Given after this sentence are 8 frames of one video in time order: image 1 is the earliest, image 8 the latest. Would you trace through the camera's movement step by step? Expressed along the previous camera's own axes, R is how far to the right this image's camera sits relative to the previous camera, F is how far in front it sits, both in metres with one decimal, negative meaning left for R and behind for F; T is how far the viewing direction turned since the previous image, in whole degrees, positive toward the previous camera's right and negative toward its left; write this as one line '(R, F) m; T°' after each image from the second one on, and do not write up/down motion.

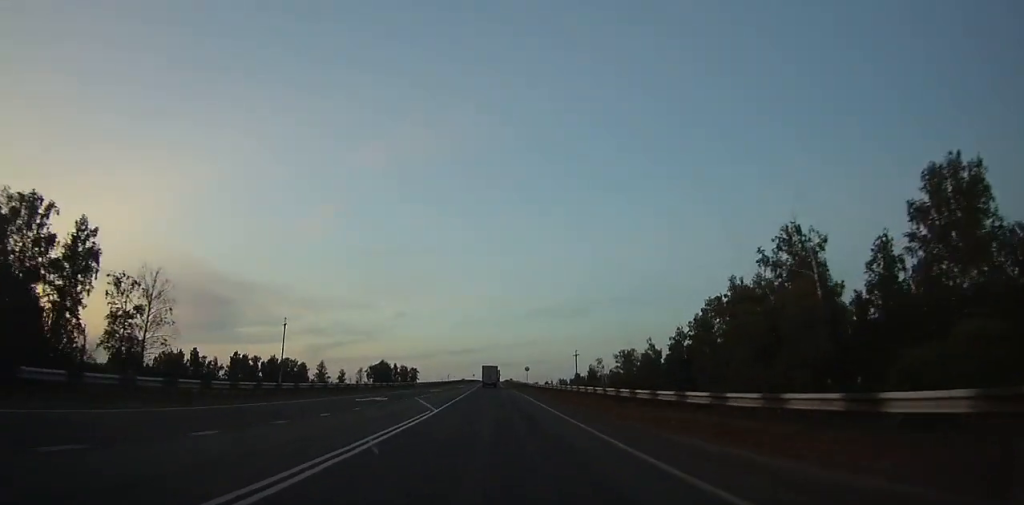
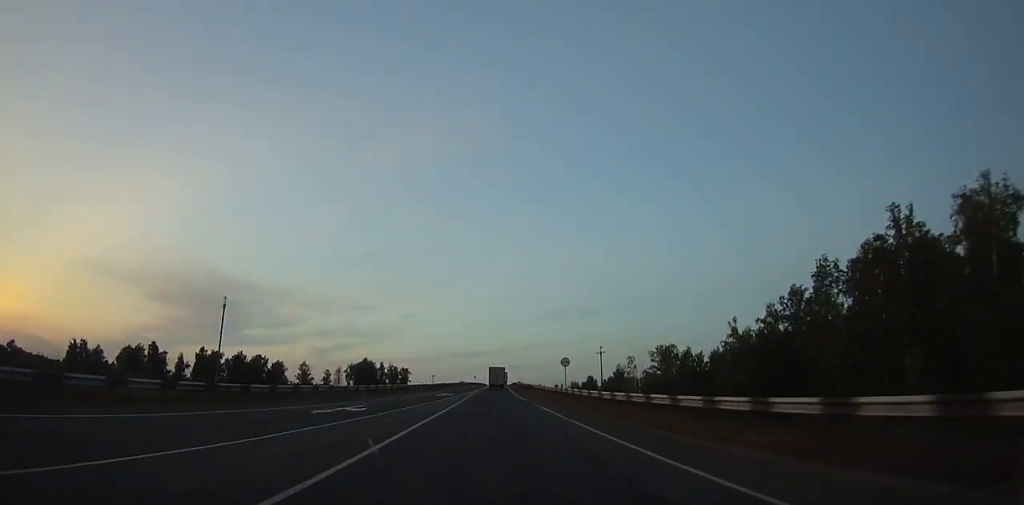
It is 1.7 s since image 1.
(0.0, +40.1) m; 0°
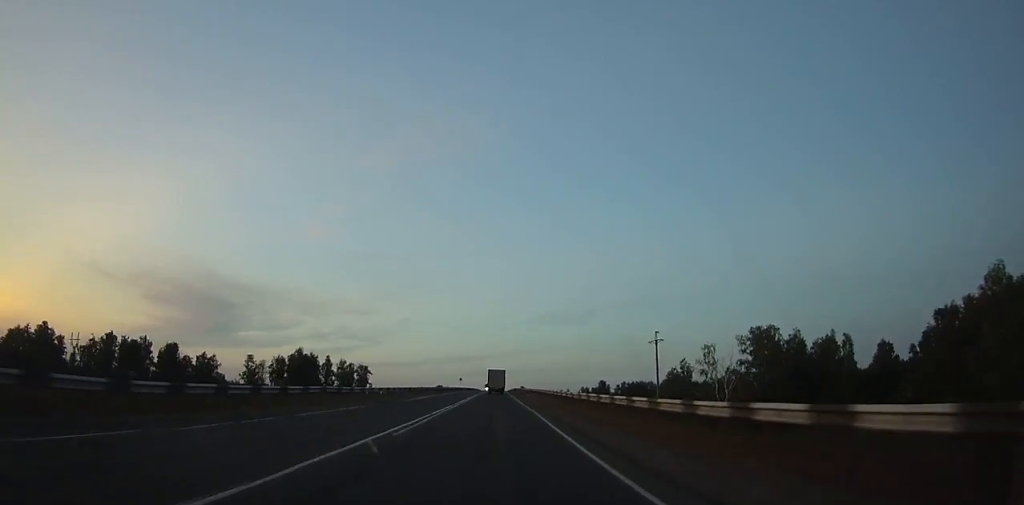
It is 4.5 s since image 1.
(-0.1, +65.3) m; 0°
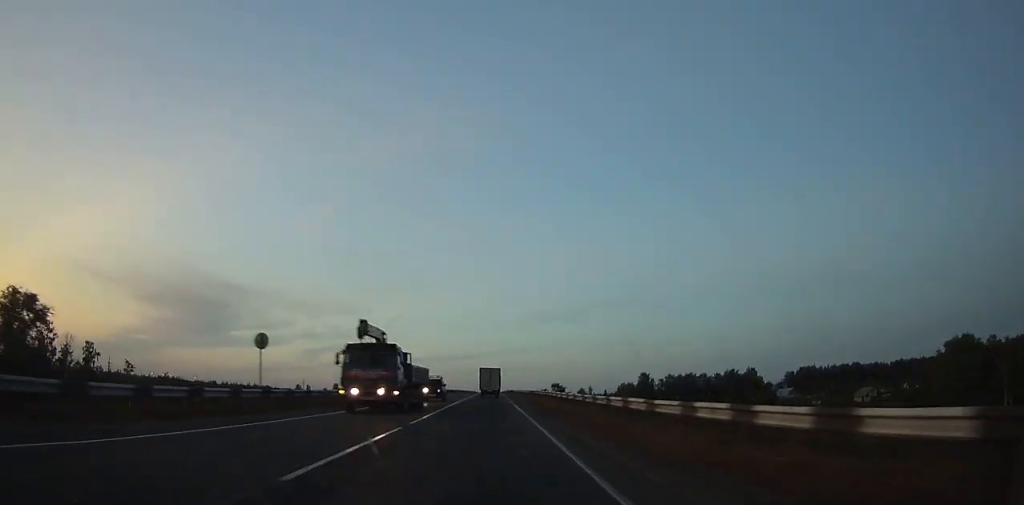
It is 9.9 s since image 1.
(+1.0, +121.6) m; 0°
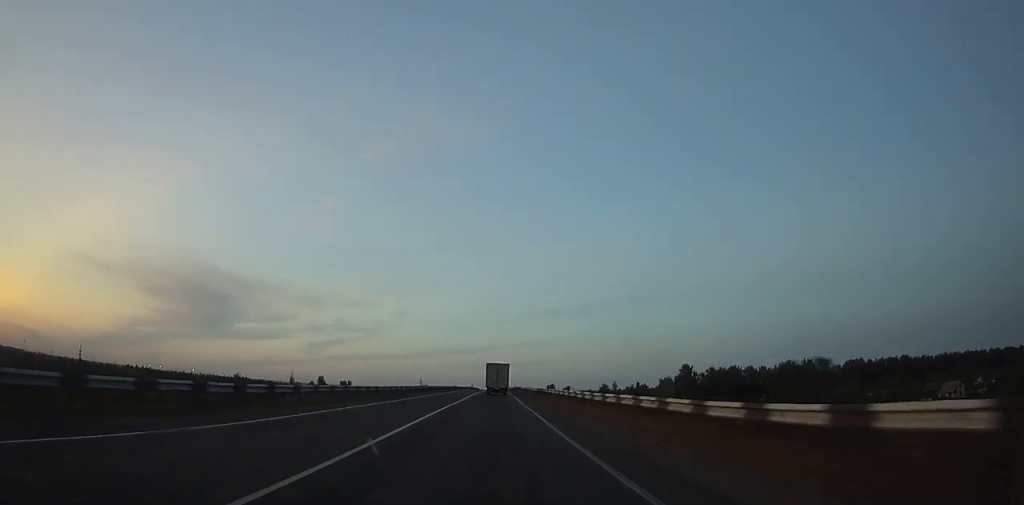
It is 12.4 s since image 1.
(-0.4, +53.9) m; 0°
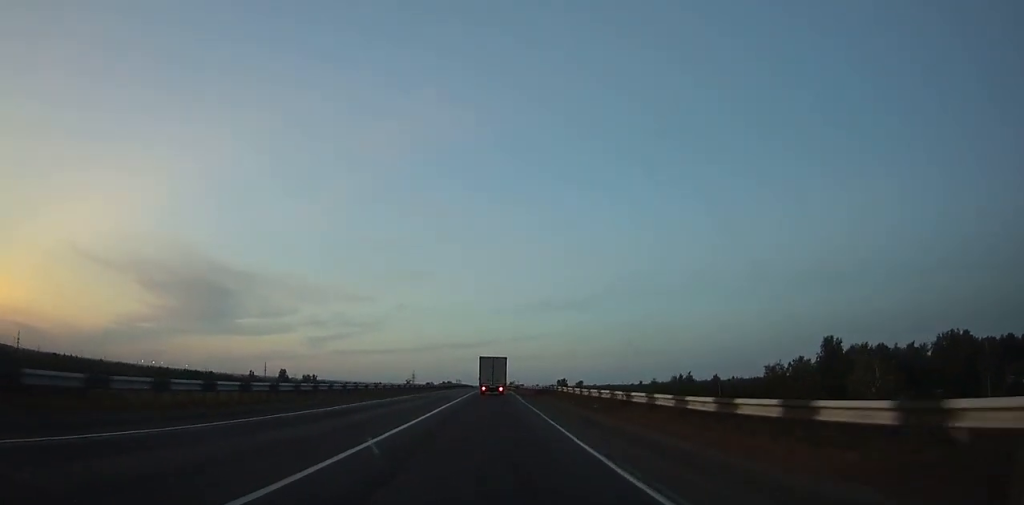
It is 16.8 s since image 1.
(+0.3, +90.7) m; 0°
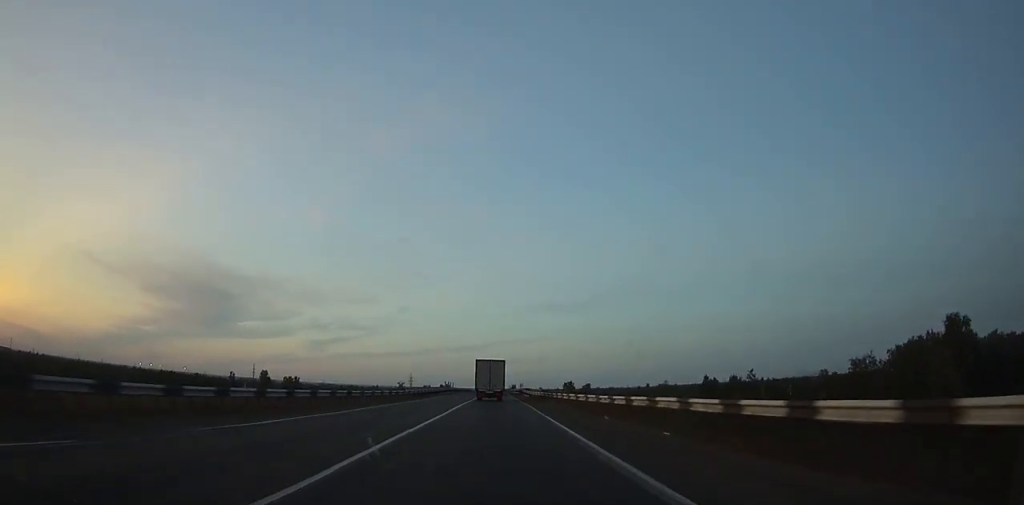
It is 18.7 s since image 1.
(0.0, +37.8) m; 0°
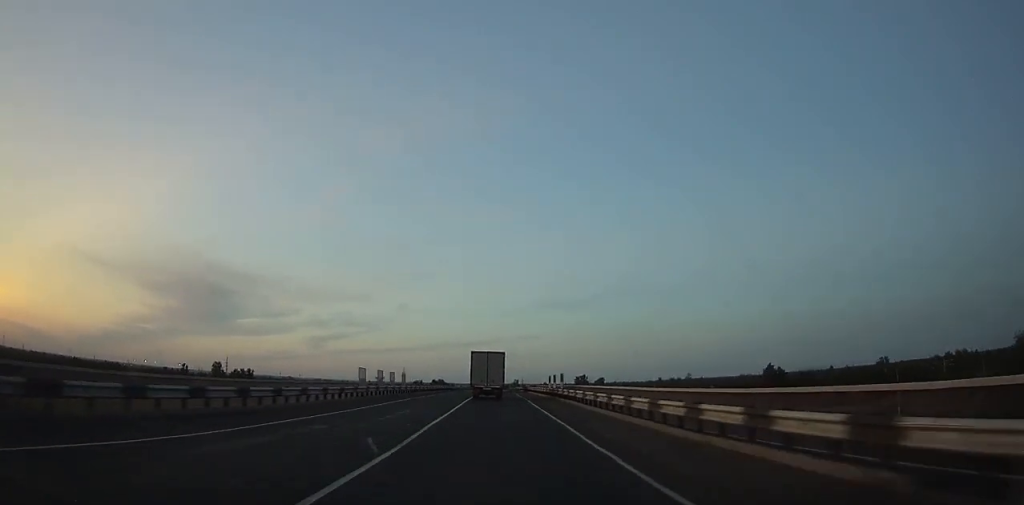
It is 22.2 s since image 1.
(0.0, +67.2) m; 0°
